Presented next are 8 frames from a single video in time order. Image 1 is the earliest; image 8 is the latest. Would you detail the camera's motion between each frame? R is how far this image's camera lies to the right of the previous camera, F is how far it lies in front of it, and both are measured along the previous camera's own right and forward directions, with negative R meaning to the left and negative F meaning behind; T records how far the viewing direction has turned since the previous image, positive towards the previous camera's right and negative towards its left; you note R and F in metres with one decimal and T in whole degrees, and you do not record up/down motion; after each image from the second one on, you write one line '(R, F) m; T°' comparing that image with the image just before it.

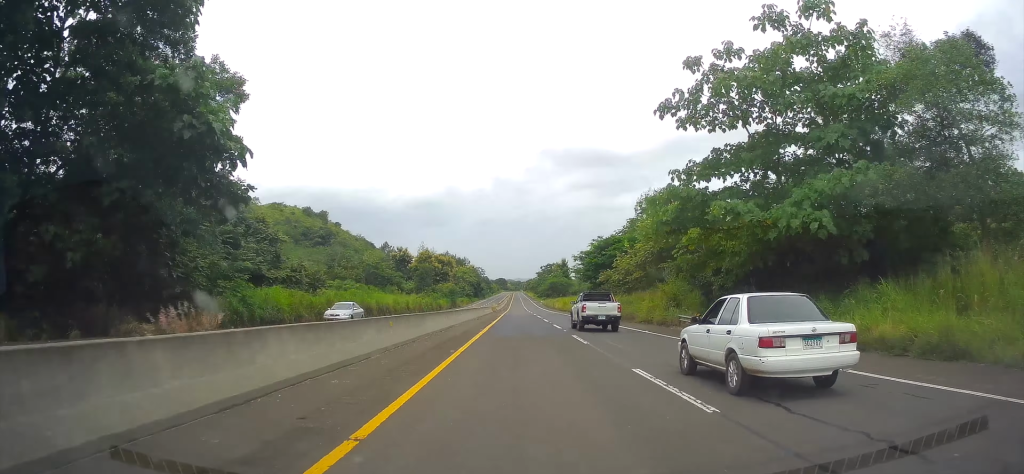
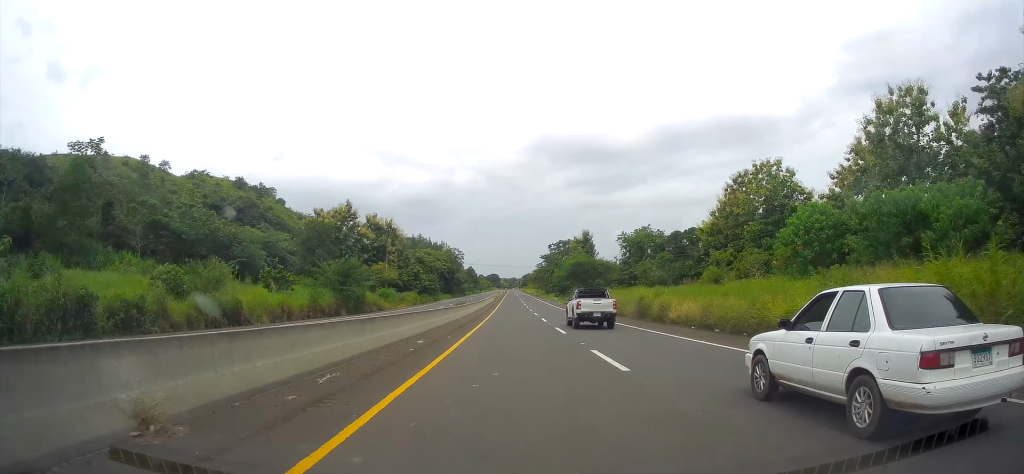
(0.0, +92.4) m; 0°
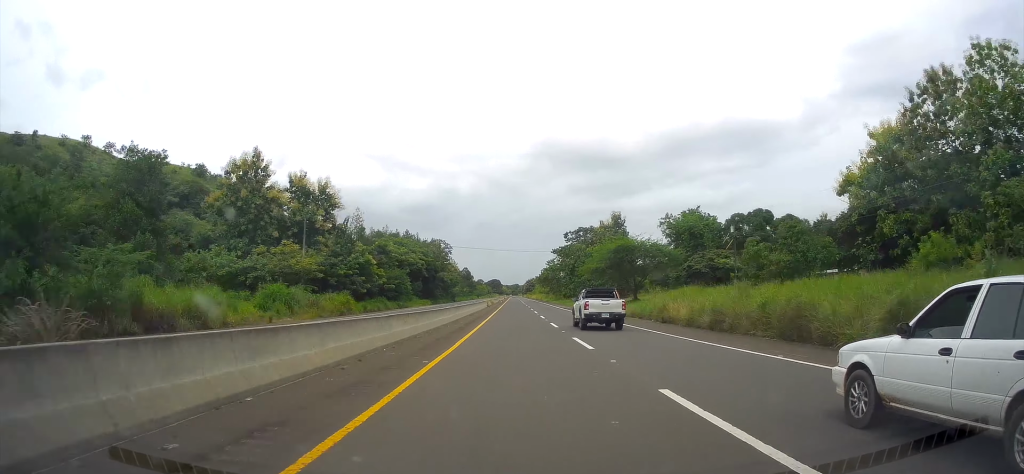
(-0.9, +43.3) m; 0°
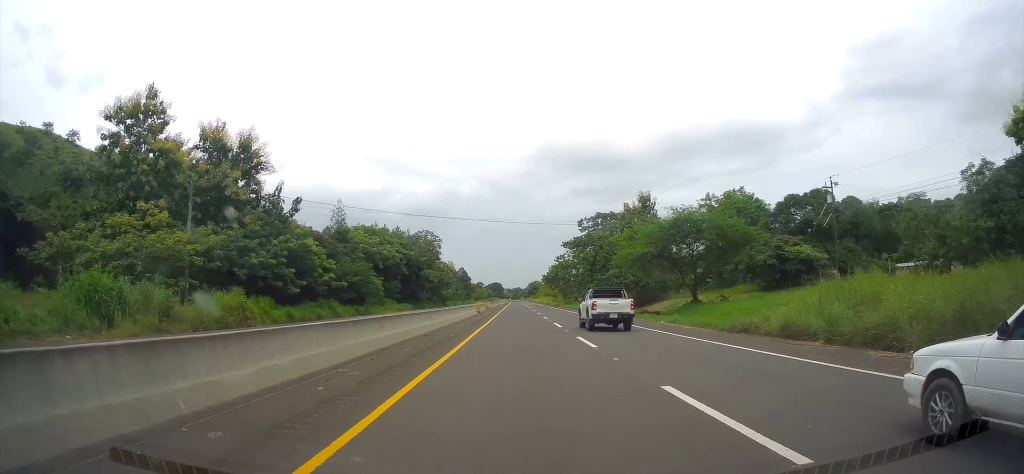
(+0.5, +24.6) m; 0°
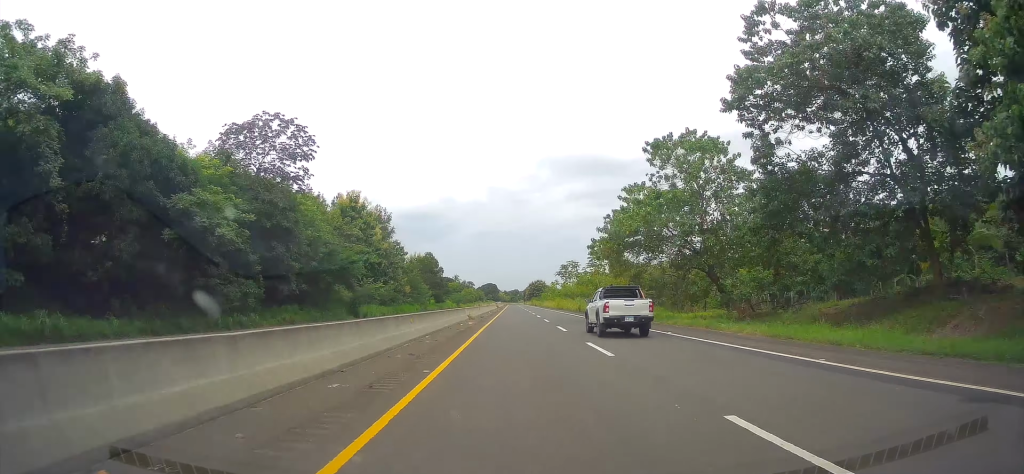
(-0.1, +75.0) m; 0°
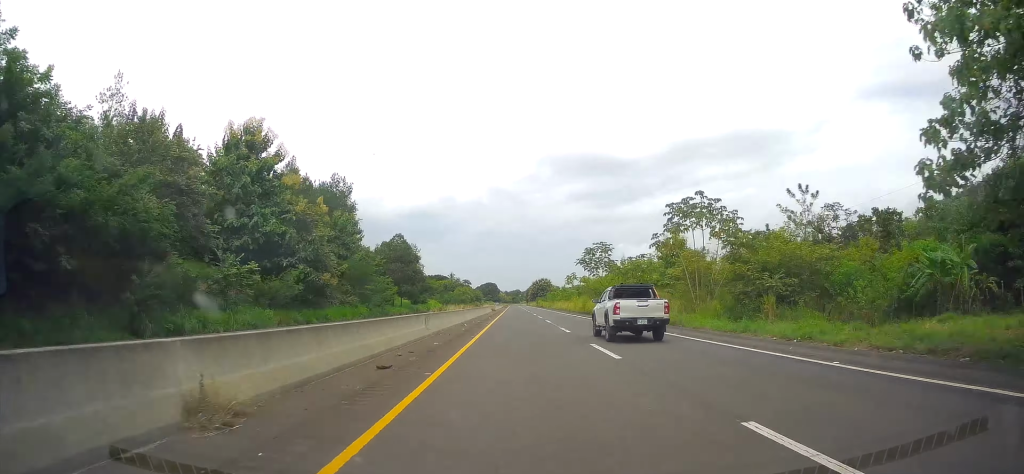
(+0.1, +37.3) m; 0°
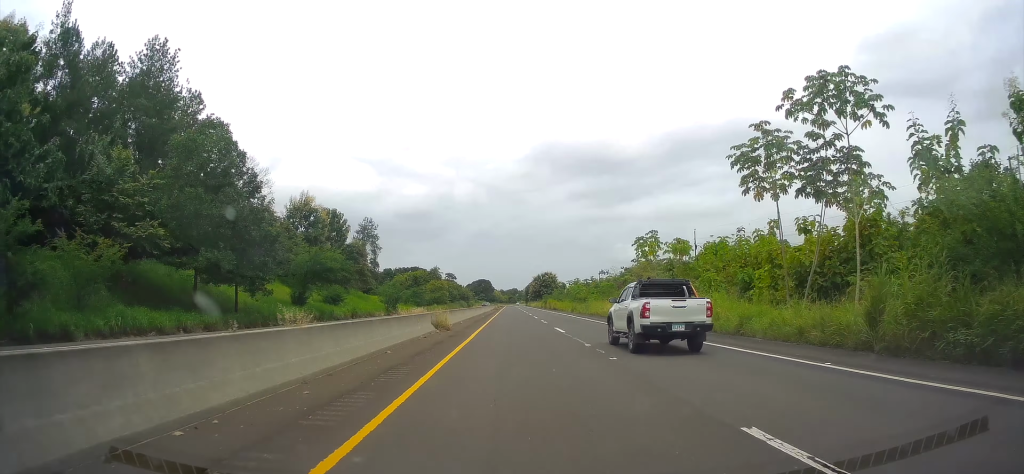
(+0.5, +61.4) m; +1°
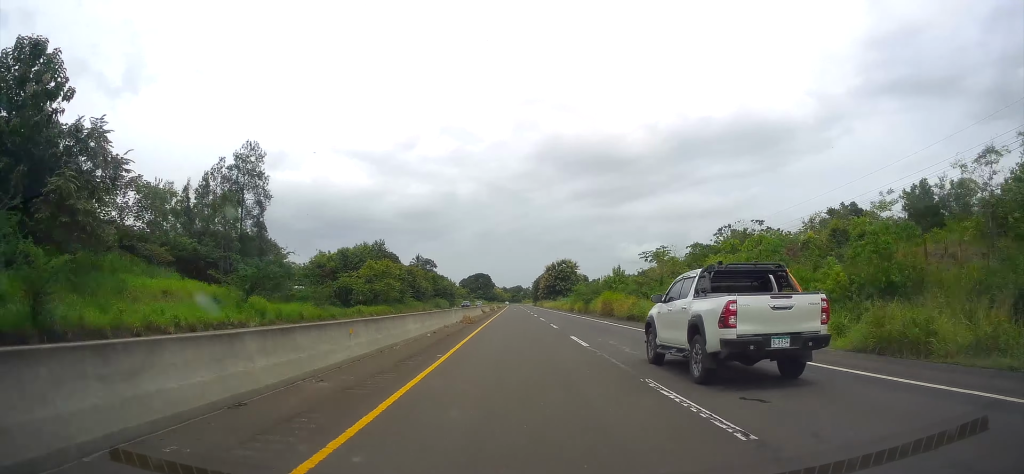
(+0.2, +69.7) m; 0°
